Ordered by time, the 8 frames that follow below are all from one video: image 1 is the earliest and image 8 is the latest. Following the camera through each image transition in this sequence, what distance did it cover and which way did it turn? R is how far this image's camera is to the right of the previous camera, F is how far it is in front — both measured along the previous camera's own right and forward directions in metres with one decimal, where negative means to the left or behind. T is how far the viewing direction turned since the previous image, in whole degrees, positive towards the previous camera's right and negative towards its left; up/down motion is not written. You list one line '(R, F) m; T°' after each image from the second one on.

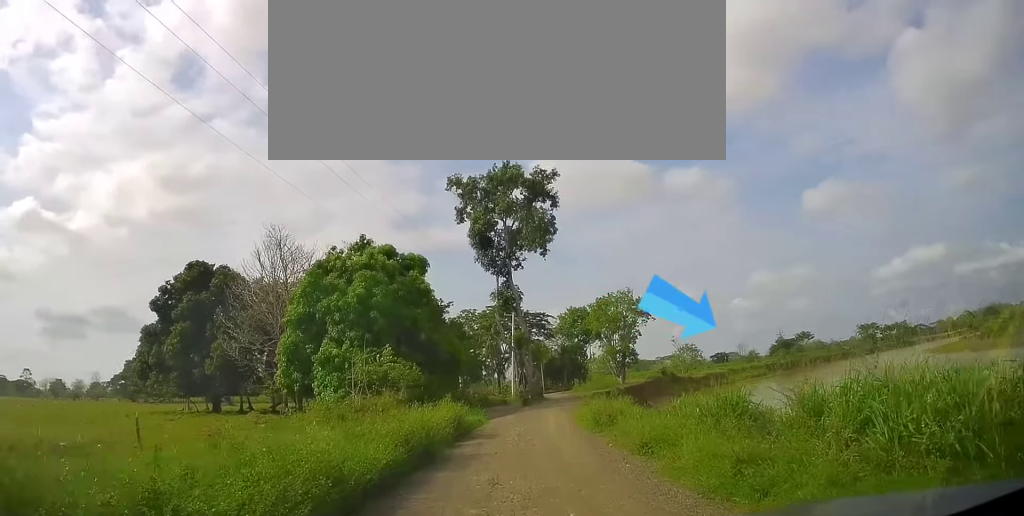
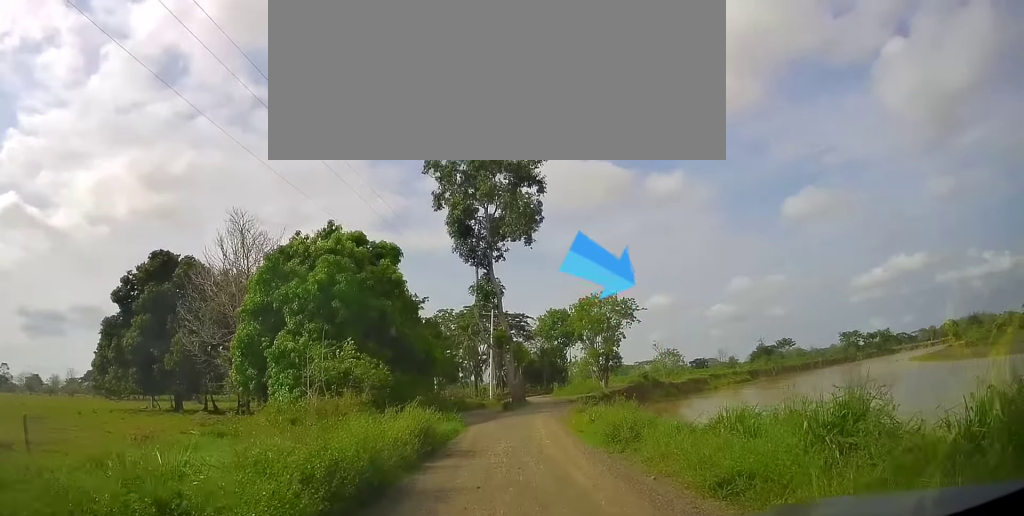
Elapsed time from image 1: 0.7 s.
(-0.1, +4.0) m; +4°
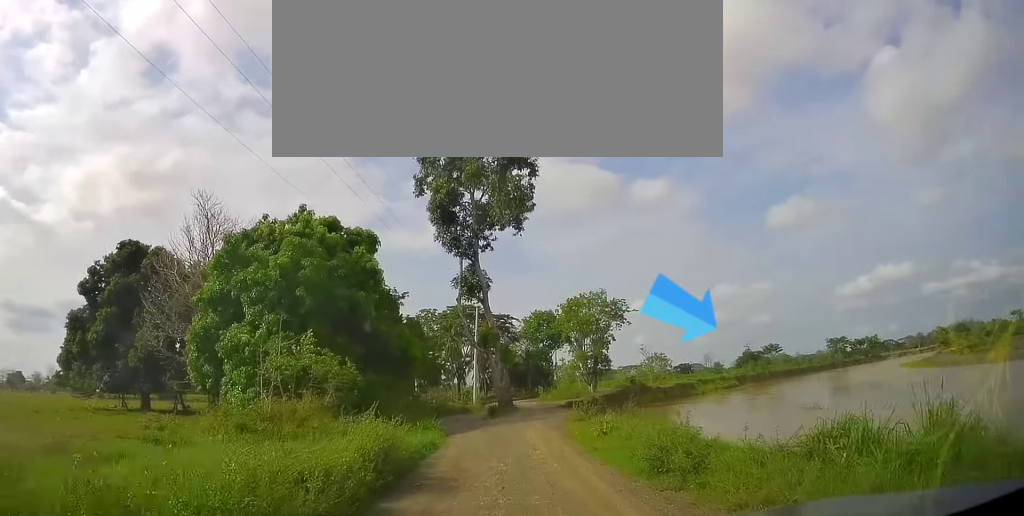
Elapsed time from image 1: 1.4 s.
(+0.3, +3.7) m; +4°
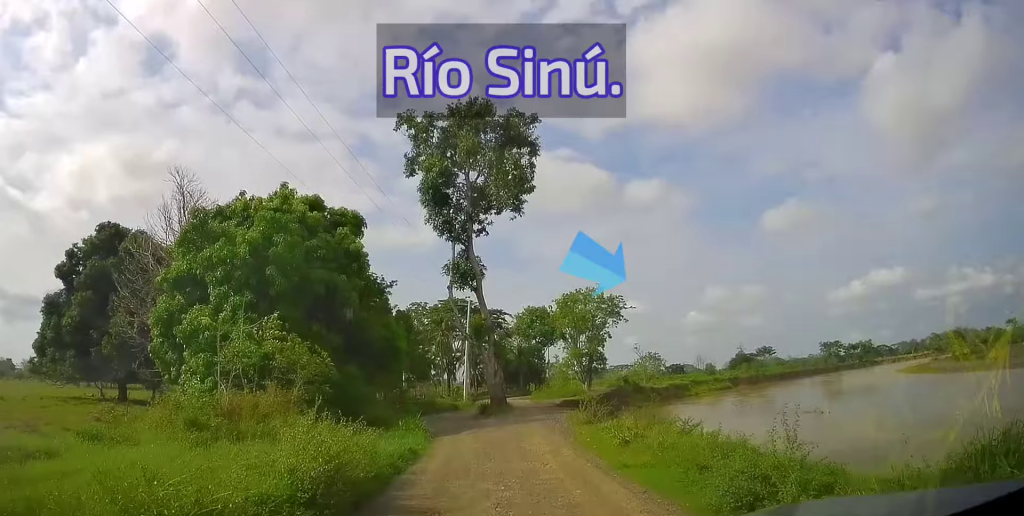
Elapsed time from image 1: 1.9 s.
(+0.1, +3.0) m; +2°
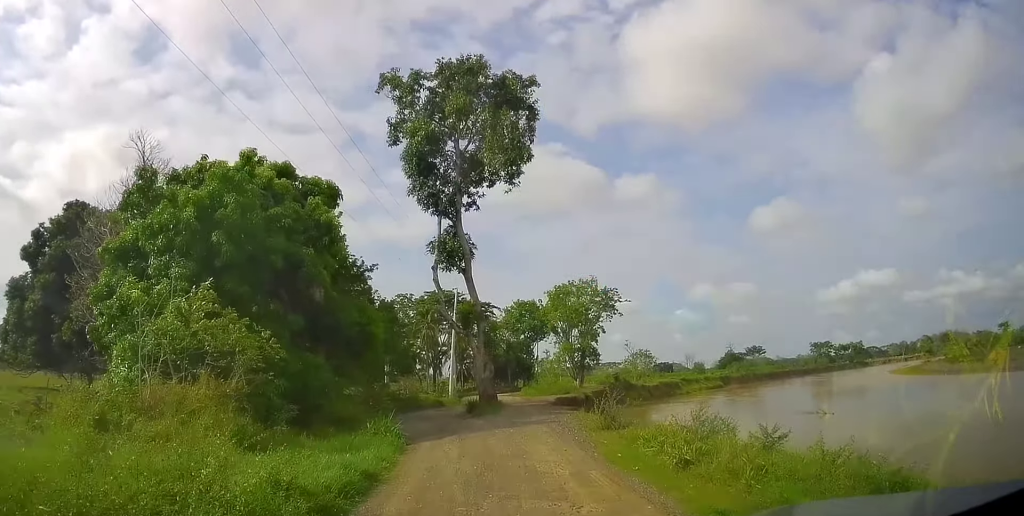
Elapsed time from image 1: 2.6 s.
(0.0, +4.1) m; 0°
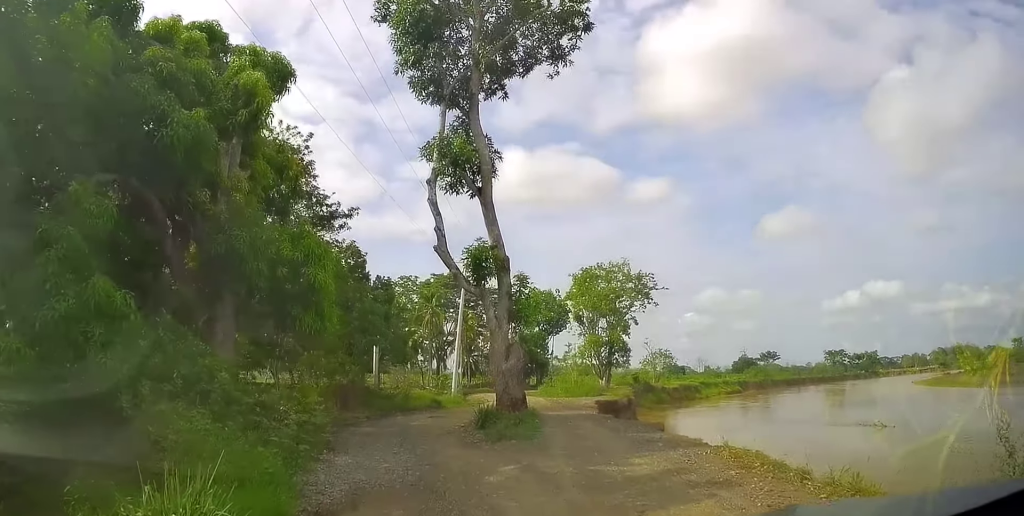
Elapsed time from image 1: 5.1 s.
(-0.1, +12.2) m; -7°
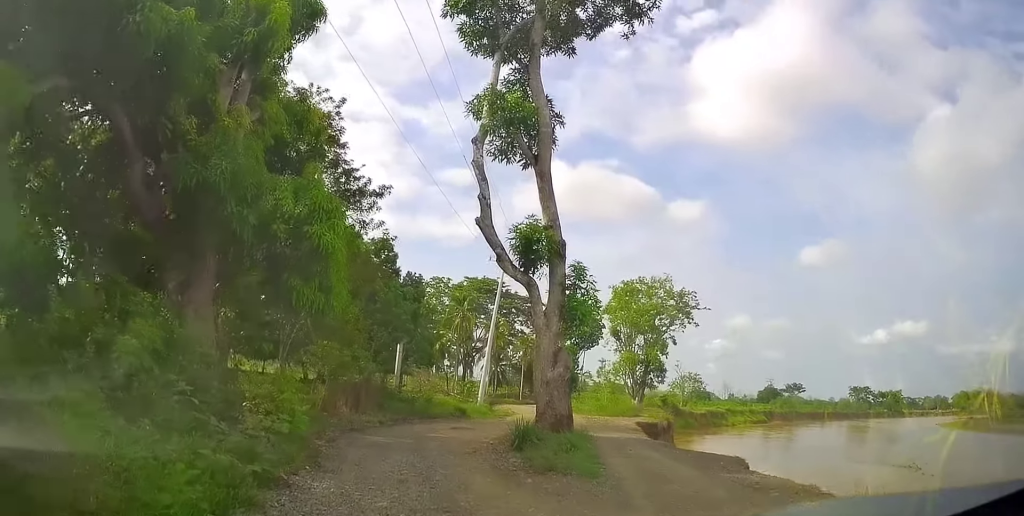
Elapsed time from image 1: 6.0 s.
(-0.3, +3.9) m; -4°
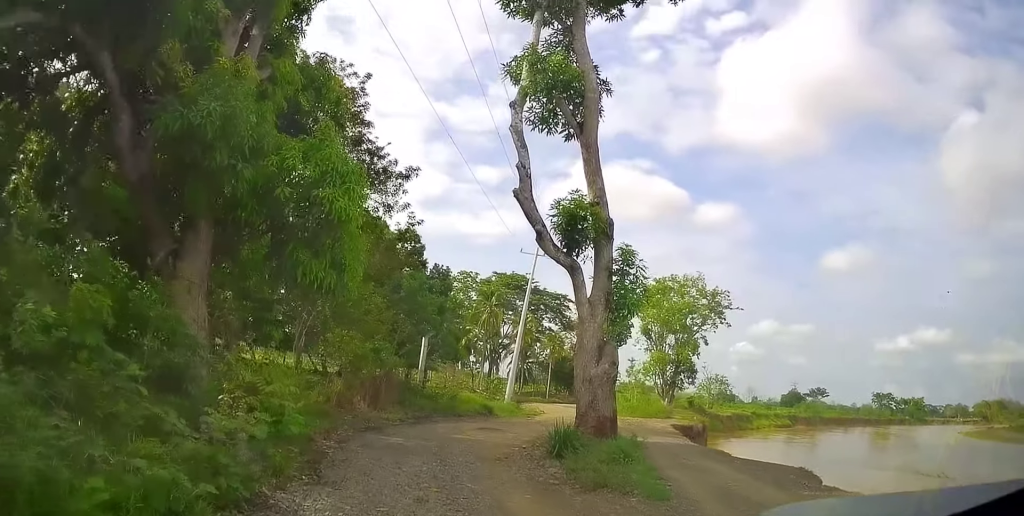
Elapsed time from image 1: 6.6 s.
(0.0, +2.0) m; 0°
